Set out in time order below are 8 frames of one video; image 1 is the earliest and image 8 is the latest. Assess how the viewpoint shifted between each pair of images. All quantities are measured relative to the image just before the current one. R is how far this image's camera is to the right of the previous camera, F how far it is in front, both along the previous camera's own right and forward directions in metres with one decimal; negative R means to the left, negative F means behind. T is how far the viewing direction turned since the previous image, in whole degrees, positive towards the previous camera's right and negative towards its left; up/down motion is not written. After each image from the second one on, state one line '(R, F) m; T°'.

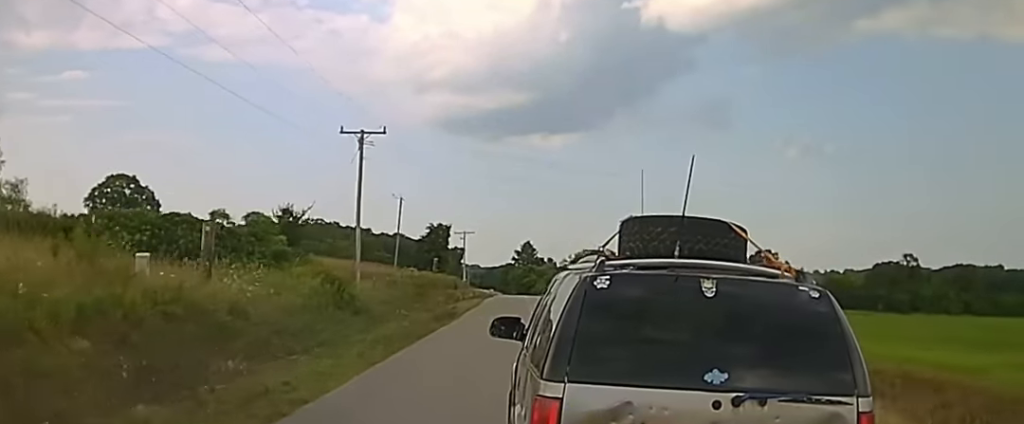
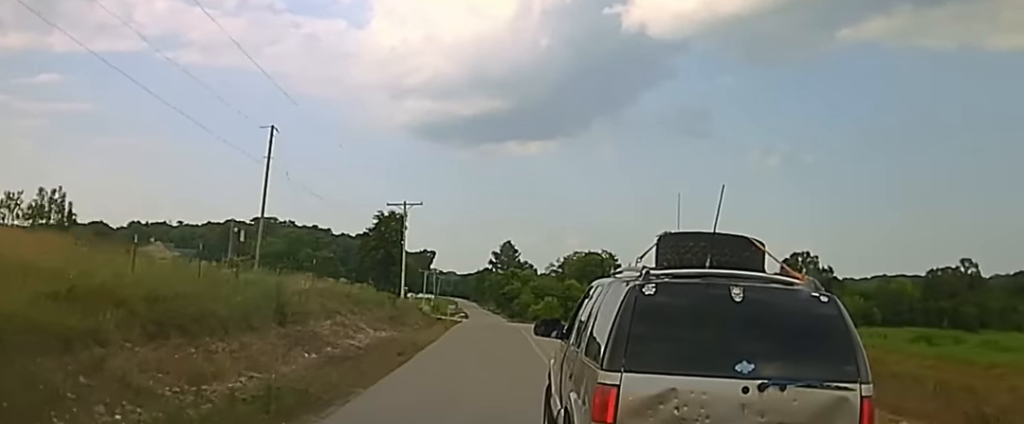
(+2.2, +68.2) m; +2°
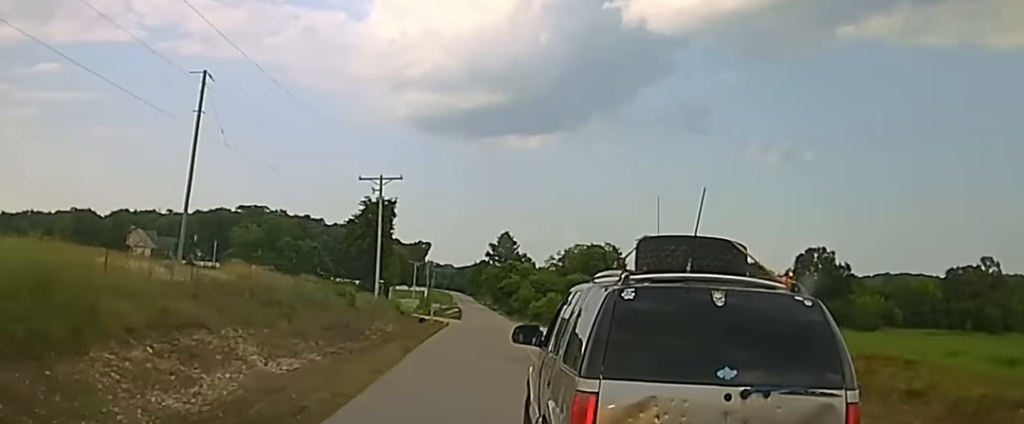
(0.0, +14.1) m; 0°
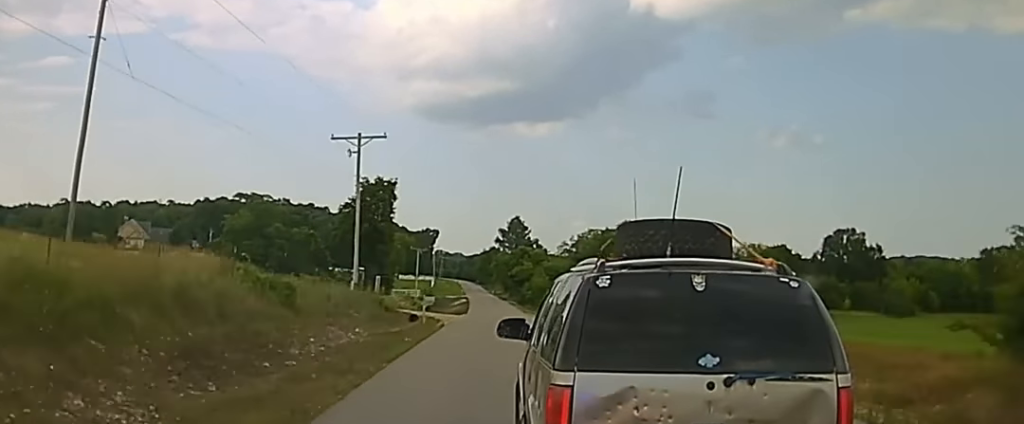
(-0.1, +15.8) m; 0°
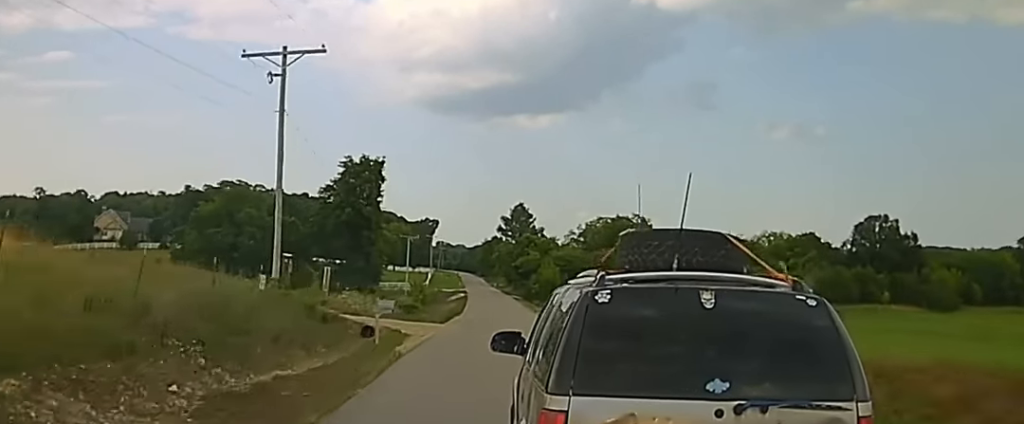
(-0.1, +19.6) m; 0°
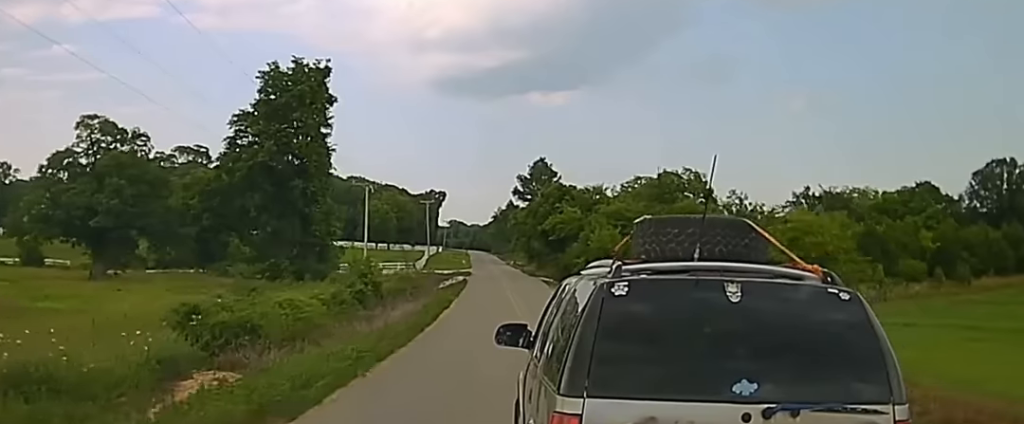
(-0.2, +55.7) m; 0°
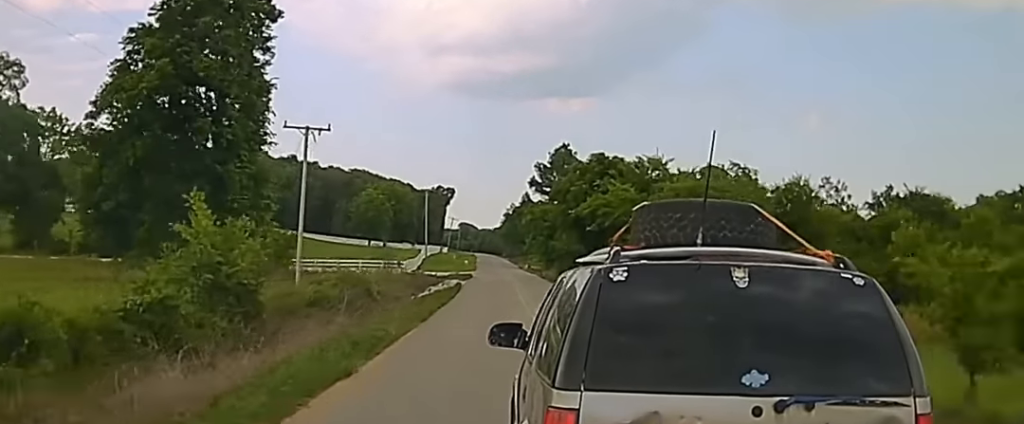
(-0.1, +30.1) m; 0°
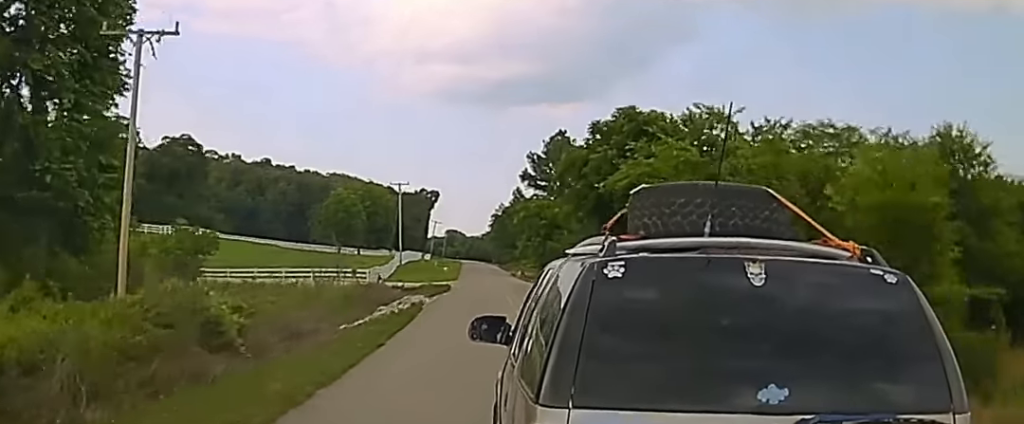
(0.0, +26.3) m; 0°
